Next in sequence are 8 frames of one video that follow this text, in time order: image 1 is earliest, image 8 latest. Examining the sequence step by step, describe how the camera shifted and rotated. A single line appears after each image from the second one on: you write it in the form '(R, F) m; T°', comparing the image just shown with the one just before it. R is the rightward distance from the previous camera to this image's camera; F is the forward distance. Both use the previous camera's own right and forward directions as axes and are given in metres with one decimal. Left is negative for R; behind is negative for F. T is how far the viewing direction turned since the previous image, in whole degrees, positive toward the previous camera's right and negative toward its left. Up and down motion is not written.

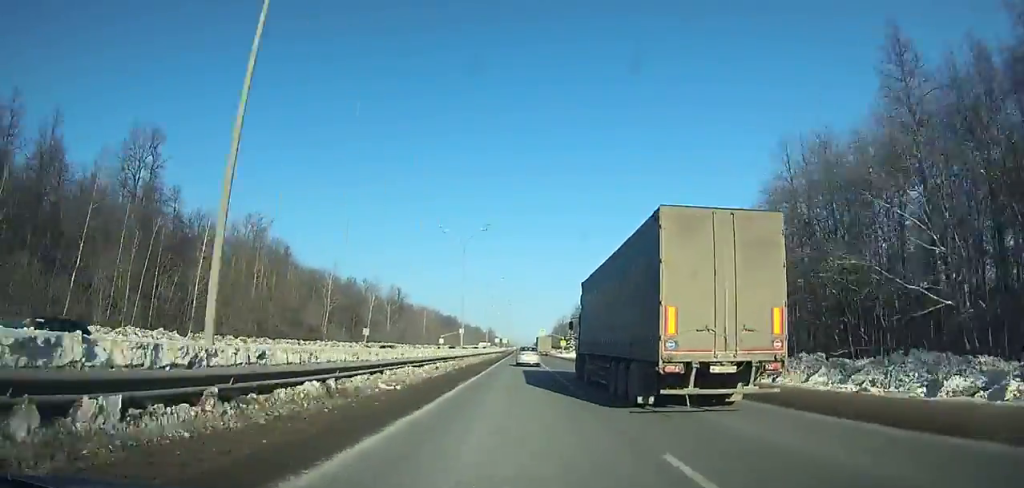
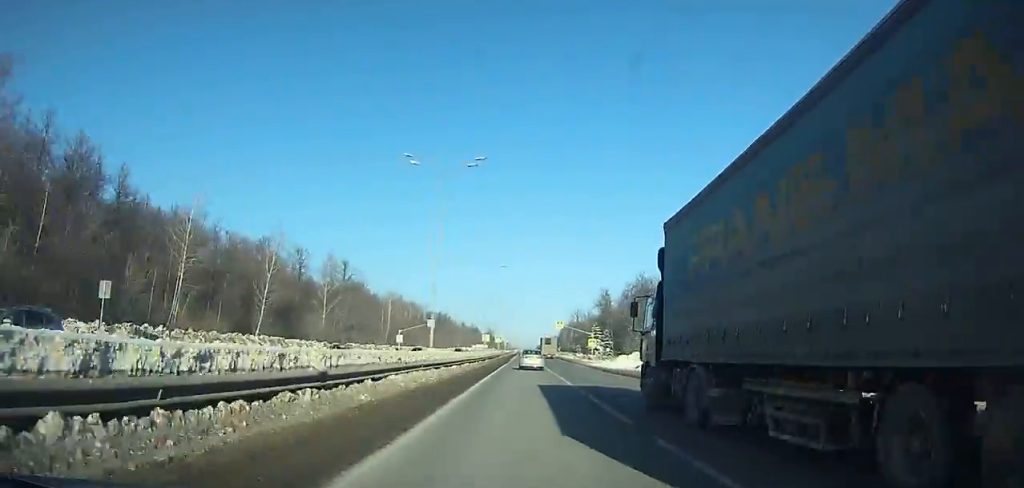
(-0.2, +57.7) m; 0°
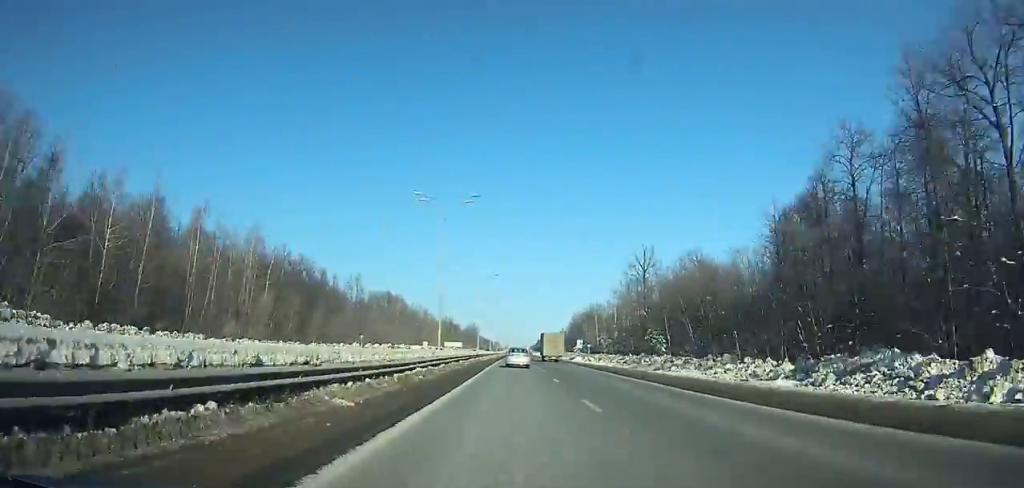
(+0.6, +118.4) m; 0°
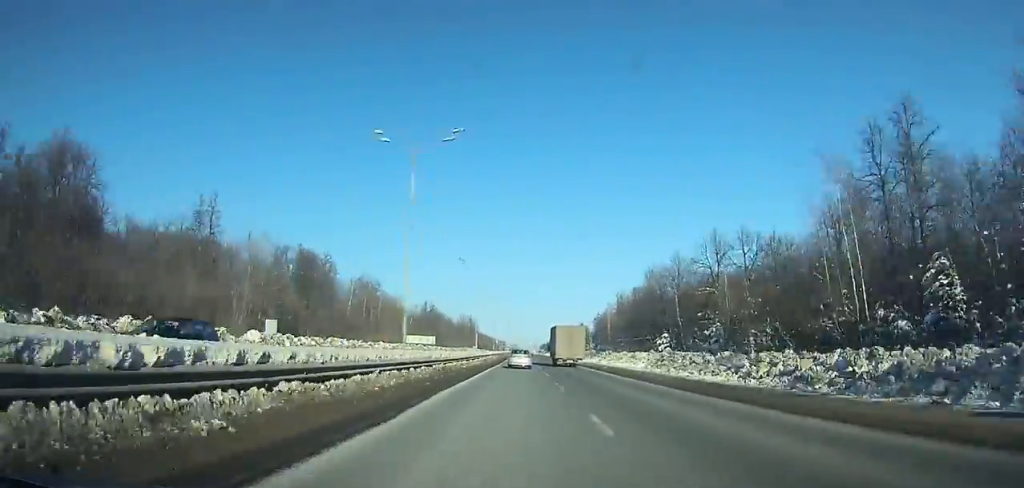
(-0.1, +98.0) m; 0°
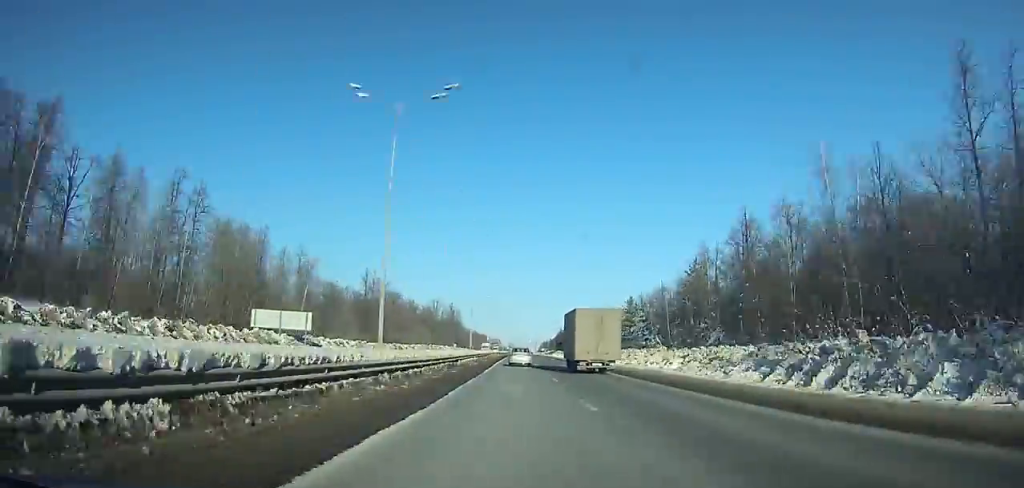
(-0.1, +92.9) m; 0°
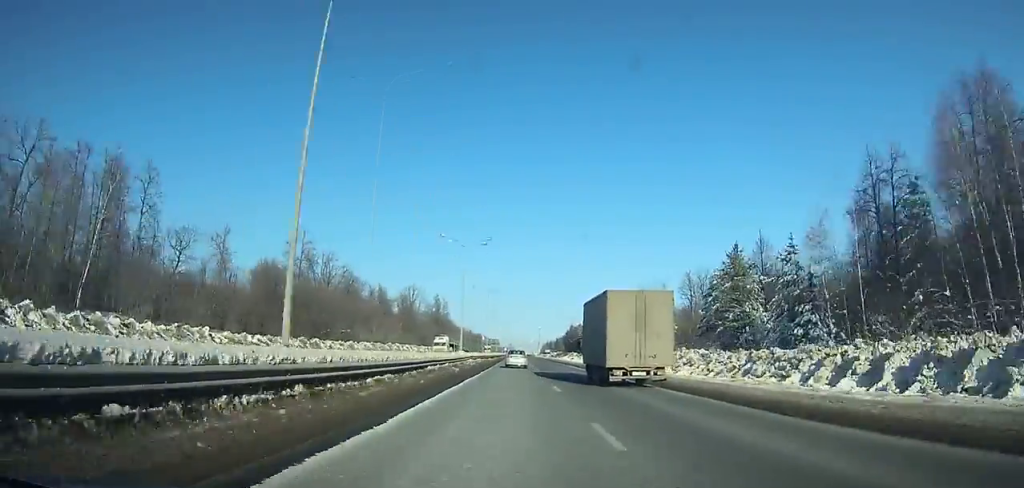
(+0.2, +53.0) m; 0°
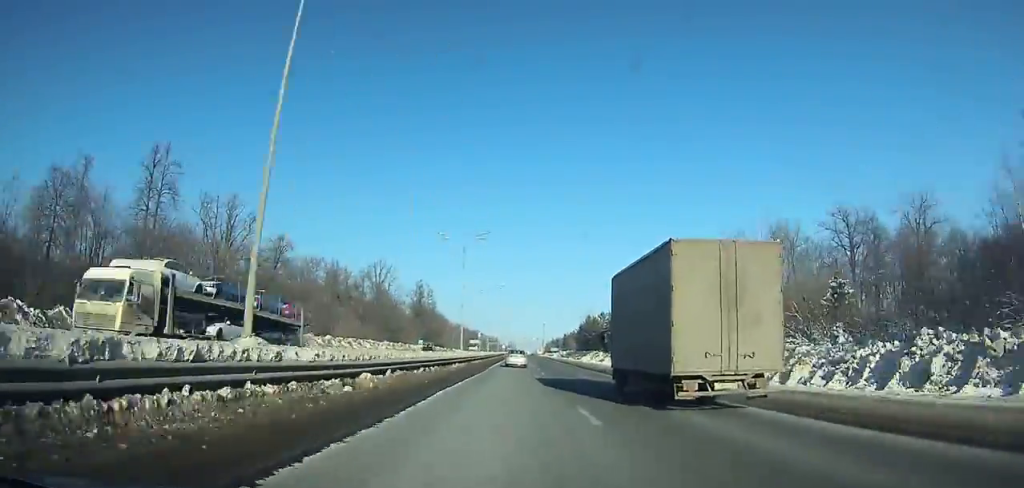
(0.0, +45.7) m; 0°
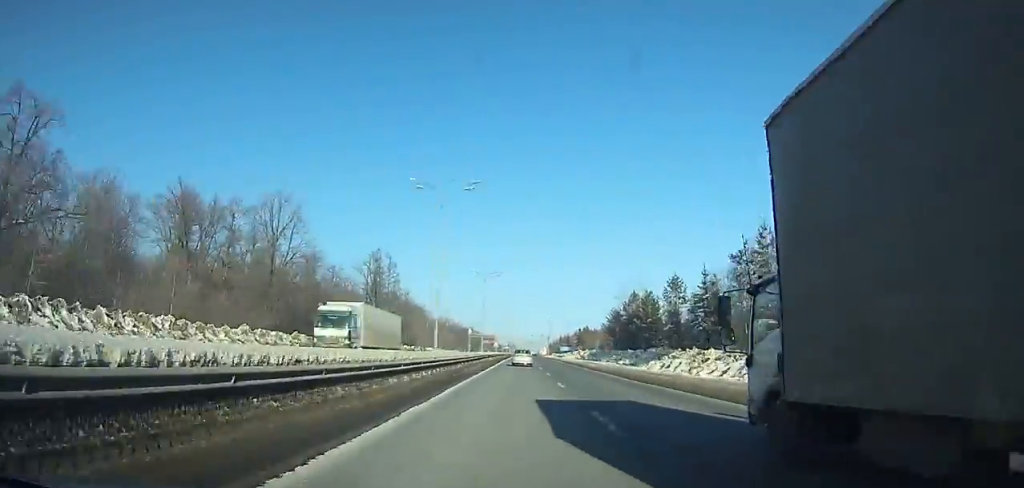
(0.0, +61.1) m; 0°
